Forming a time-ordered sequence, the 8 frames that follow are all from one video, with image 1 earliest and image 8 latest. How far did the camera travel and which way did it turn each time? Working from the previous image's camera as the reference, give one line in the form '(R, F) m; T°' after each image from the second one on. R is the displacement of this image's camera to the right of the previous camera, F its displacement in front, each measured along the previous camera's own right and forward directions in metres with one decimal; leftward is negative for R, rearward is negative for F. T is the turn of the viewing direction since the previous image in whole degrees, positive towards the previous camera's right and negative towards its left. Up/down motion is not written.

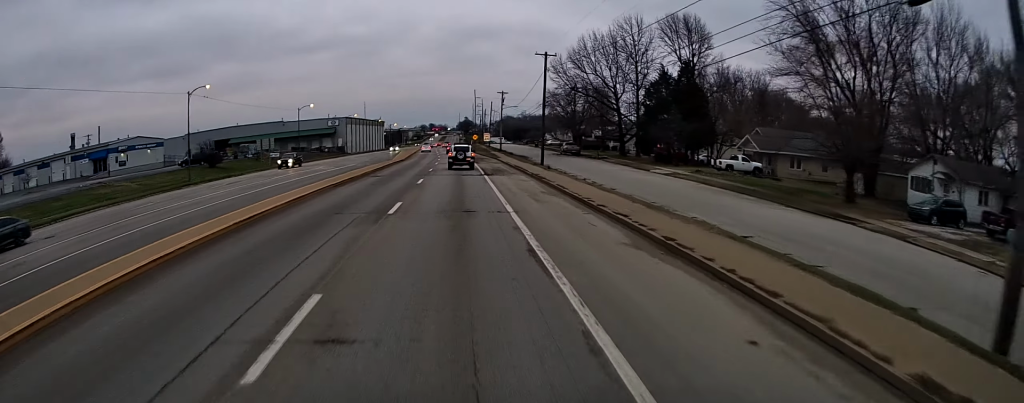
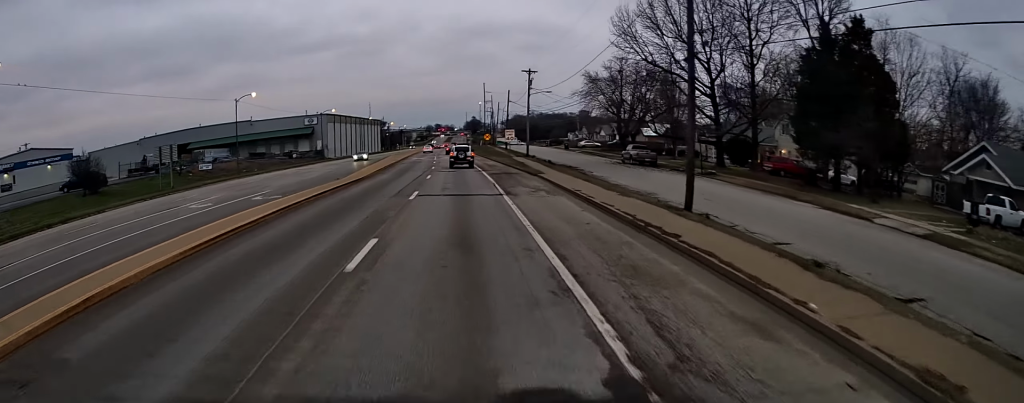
(-0.1, +31.3) m; 0°
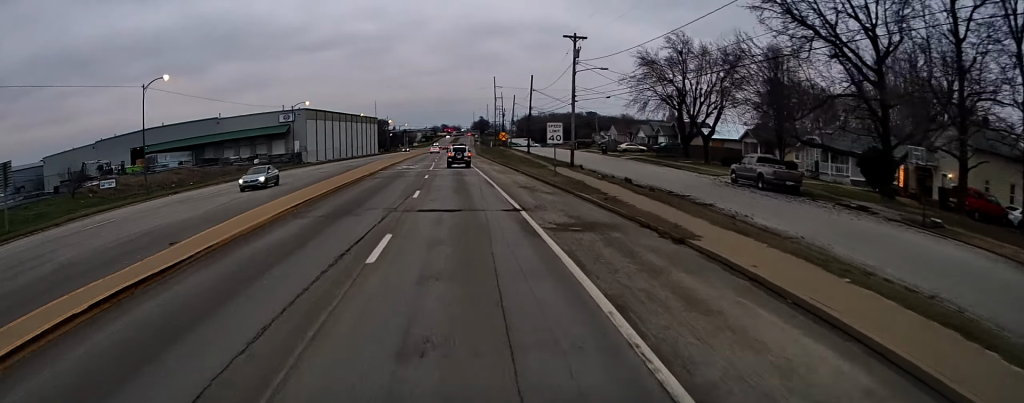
(-0.1, +24.1) m; -1°
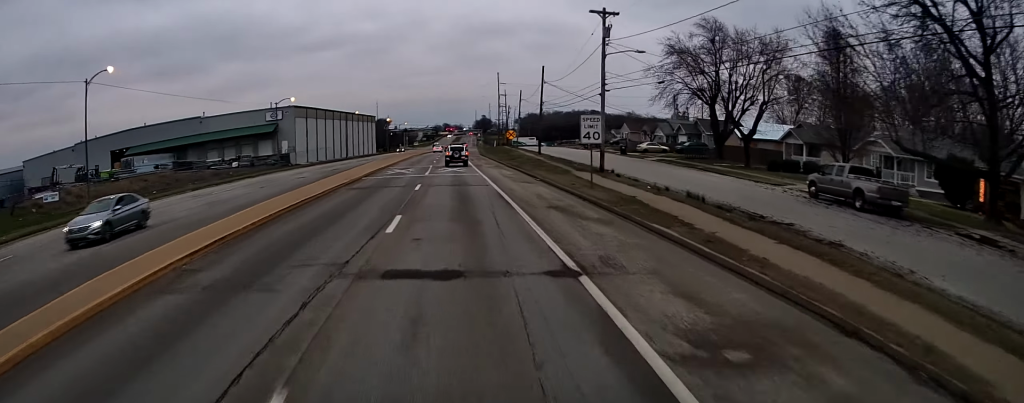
(0.0, +9.1) m; 0°
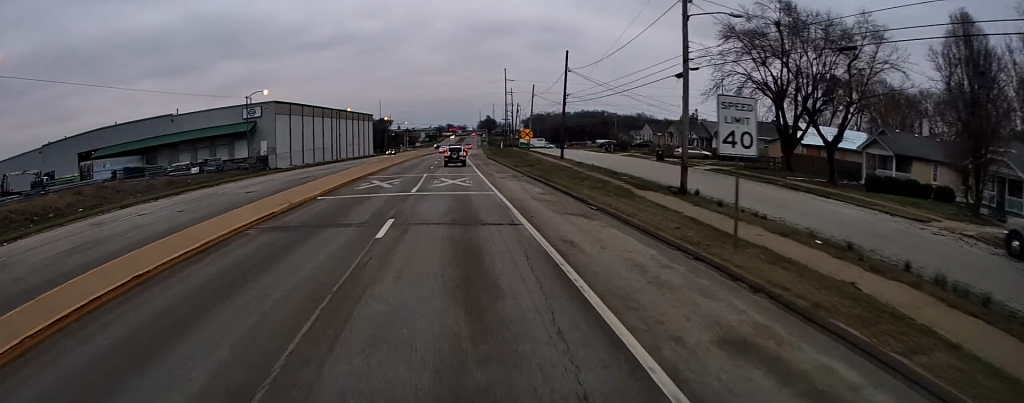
(0.0, +13.4) m; 0°
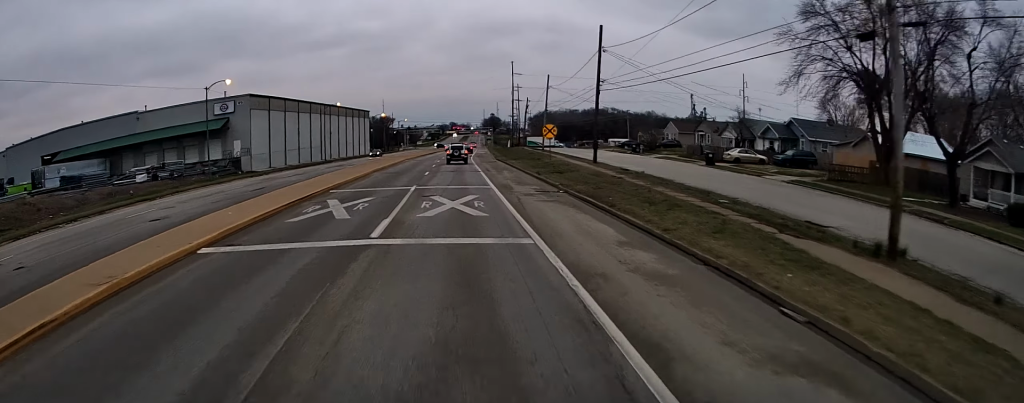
(0.0, +12.6) m; 0°
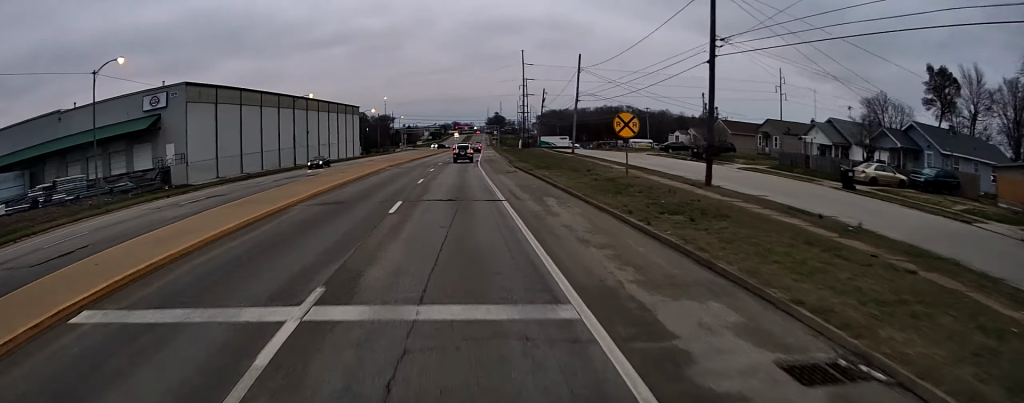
(0.0, +20.1) m; -1°
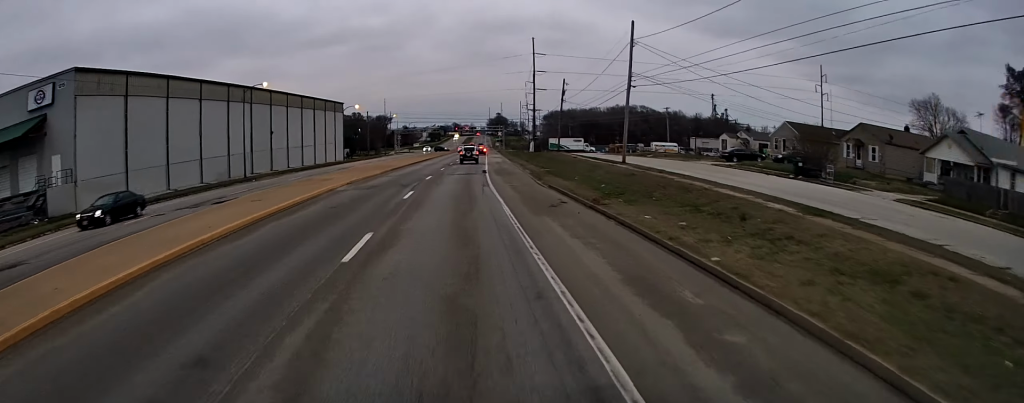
(-0.3, +19.2) m; 0°
